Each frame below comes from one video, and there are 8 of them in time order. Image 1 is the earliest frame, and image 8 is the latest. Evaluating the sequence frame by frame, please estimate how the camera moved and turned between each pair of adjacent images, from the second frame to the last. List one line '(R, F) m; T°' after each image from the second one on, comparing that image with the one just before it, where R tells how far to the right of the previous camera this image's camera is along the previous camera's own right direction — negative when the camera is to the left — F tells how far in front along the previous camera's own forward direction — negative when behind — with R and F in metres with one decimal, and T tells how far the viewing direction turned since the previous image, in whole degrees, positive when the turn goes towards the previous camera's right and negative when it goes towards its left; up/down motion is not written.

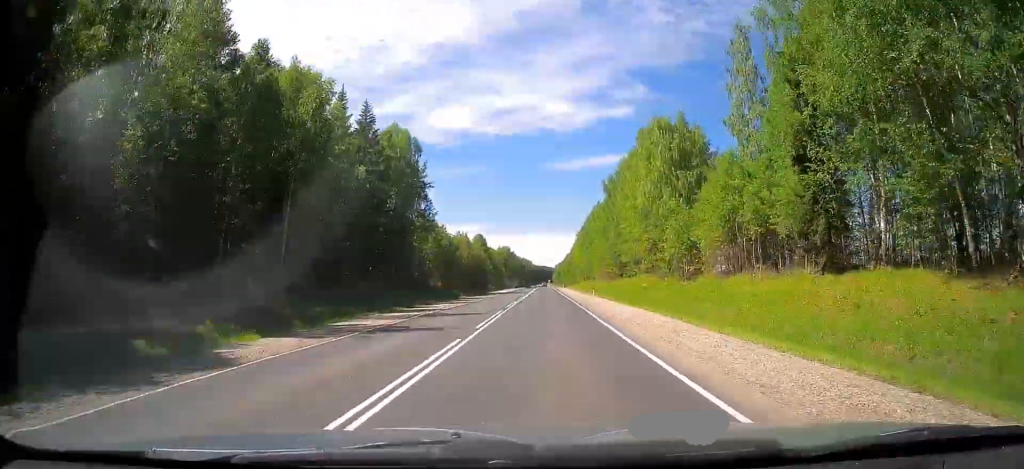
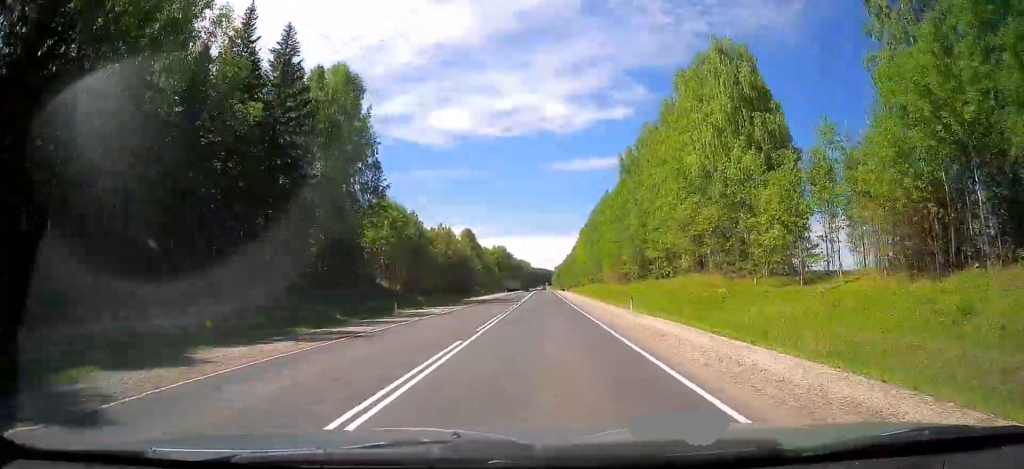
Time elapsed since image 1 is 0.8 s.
(0.0, +23.5) m; 0°
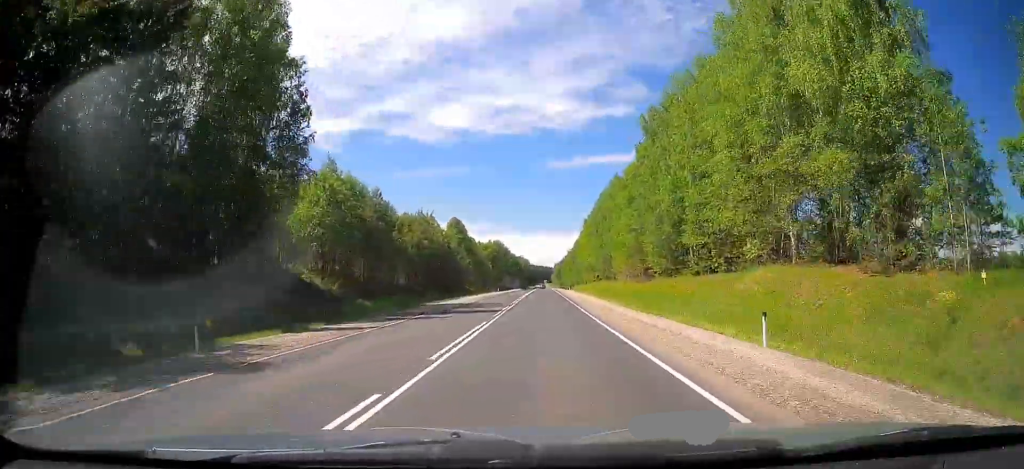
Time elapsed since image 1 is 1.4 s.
(0.0, +18.3) m; 0°
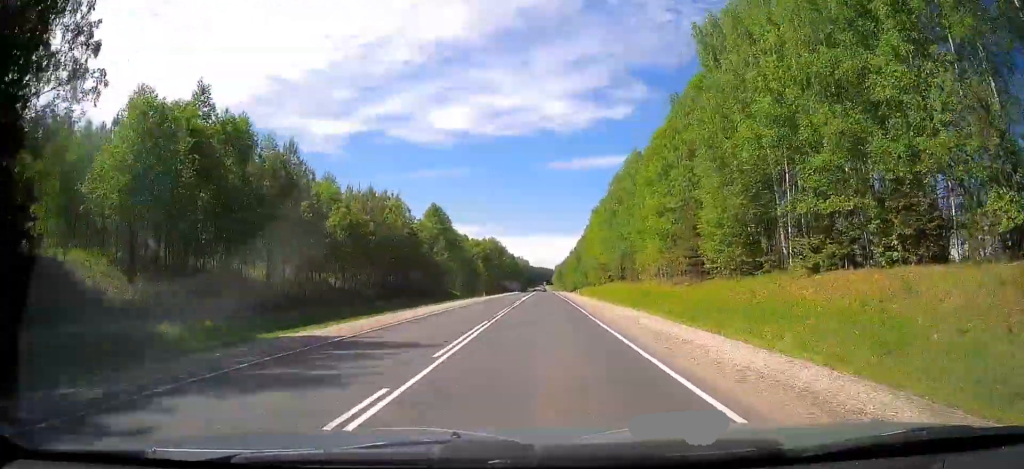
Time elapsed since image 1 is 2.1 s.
(0.0, +23.4) m; 0°
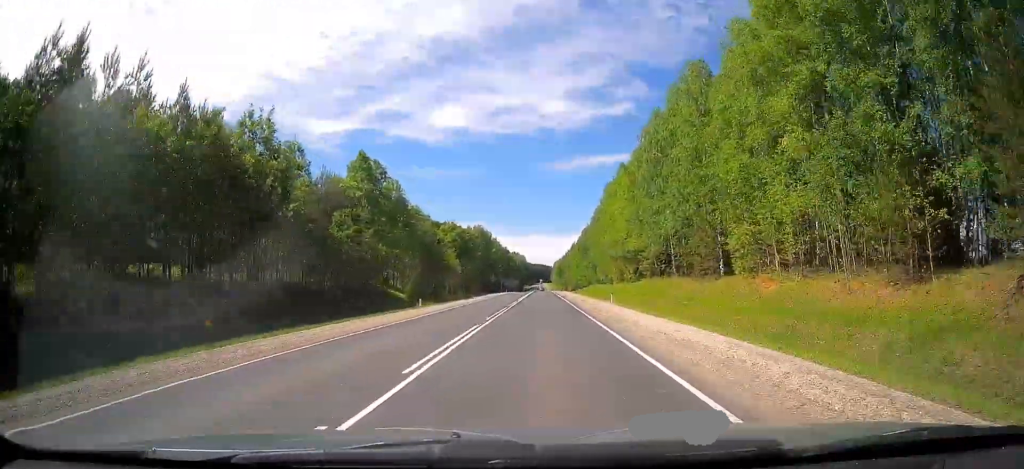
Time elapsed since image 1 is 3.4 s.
(0.0, +37.5) m; 0°
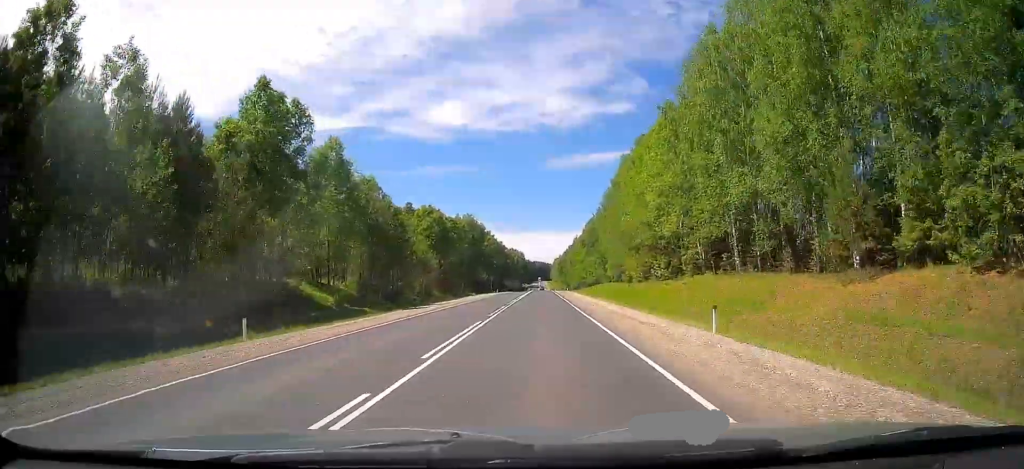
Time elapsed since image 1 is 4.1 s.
(0.0, +22.2) m; 0°
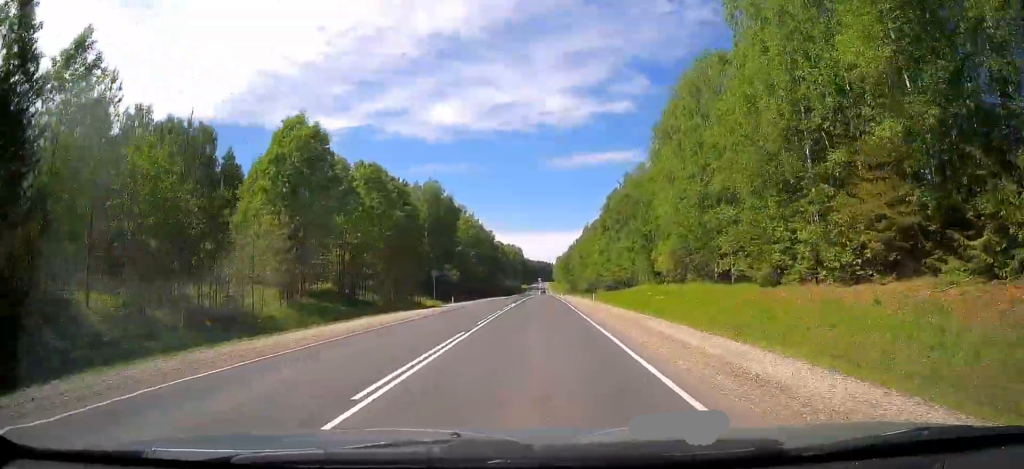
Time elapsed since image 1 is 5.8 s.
(-0.8, +51.0) m; -1°
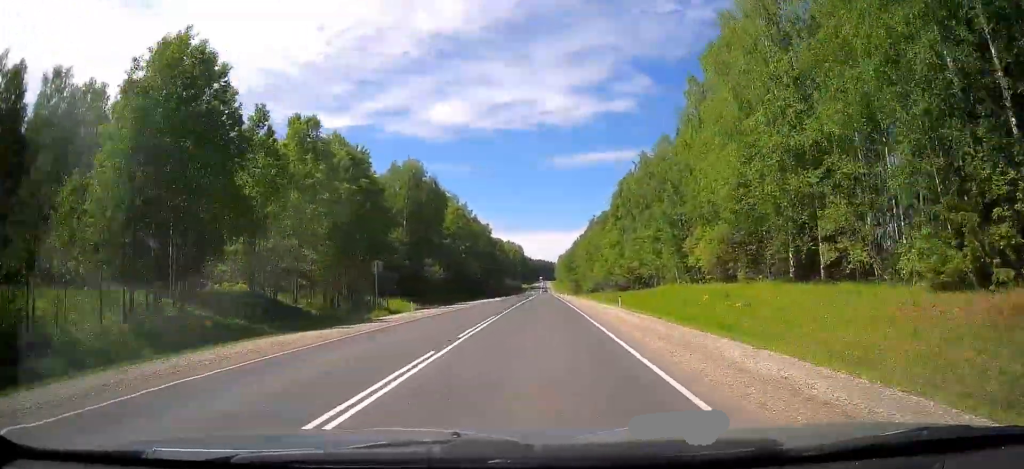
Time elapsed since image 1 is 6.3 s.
(-0.1, +16.4) m; 0°
